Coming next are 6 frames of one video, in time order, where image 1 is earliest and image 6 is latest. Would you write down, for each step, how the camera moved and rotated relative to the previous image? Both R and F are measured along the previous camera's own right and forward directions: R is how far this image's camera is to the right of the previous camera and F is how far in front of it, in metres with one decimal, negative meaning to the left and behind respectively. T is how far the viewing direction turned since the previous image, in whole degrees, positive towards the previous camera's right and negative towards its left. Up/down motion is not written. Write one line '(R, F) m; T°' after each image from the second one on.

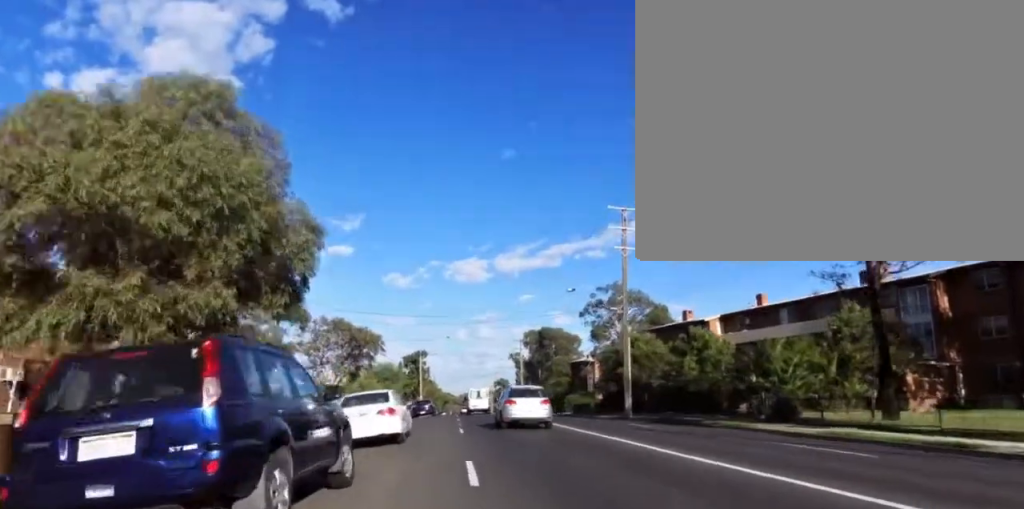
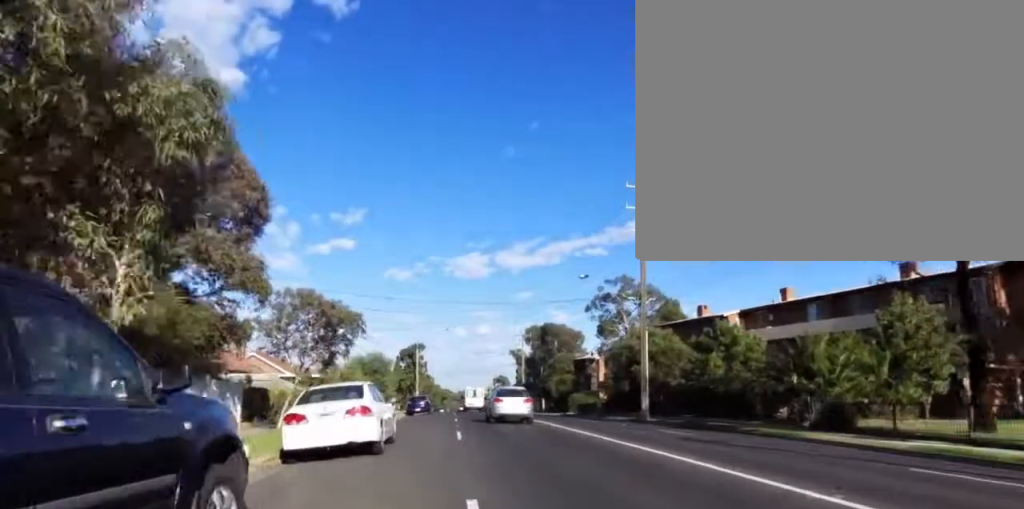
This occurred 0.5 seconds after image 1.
(+0.7, +3.8) m; 0°
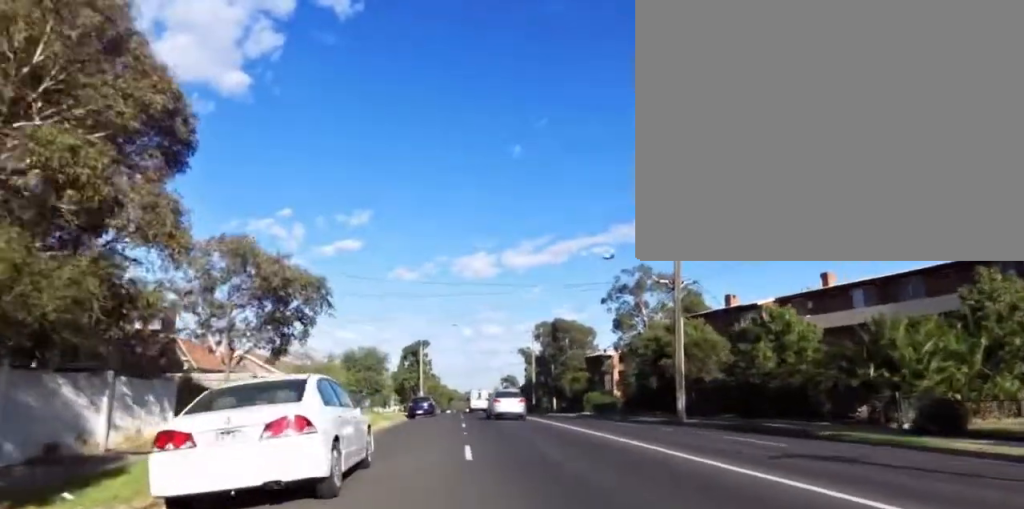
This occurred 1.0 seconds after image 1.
(+0.8, +4.7) m; 0°
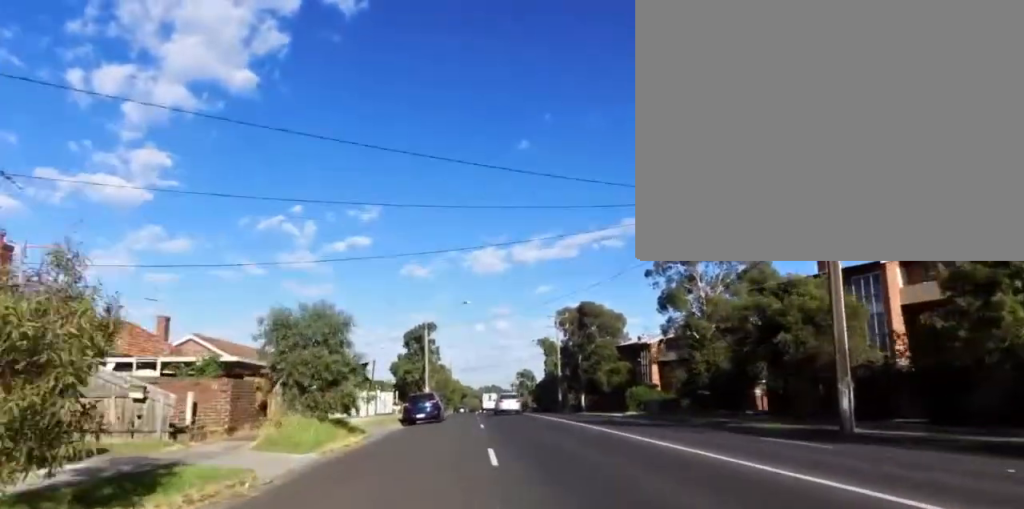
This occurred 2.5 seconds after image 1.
(-0.8, +12.8) m; 0°
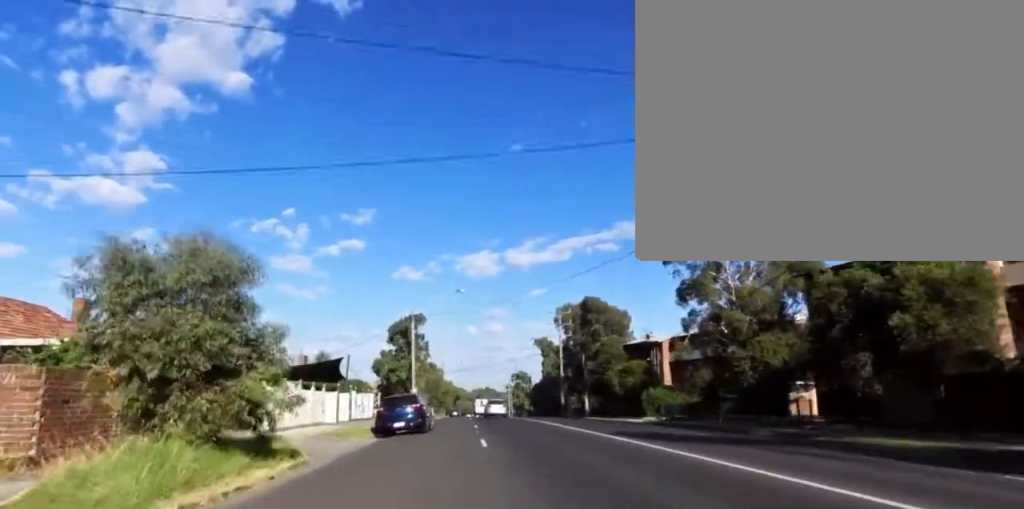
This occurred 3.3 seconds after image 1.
(+0.3, +7.5) m; -3°
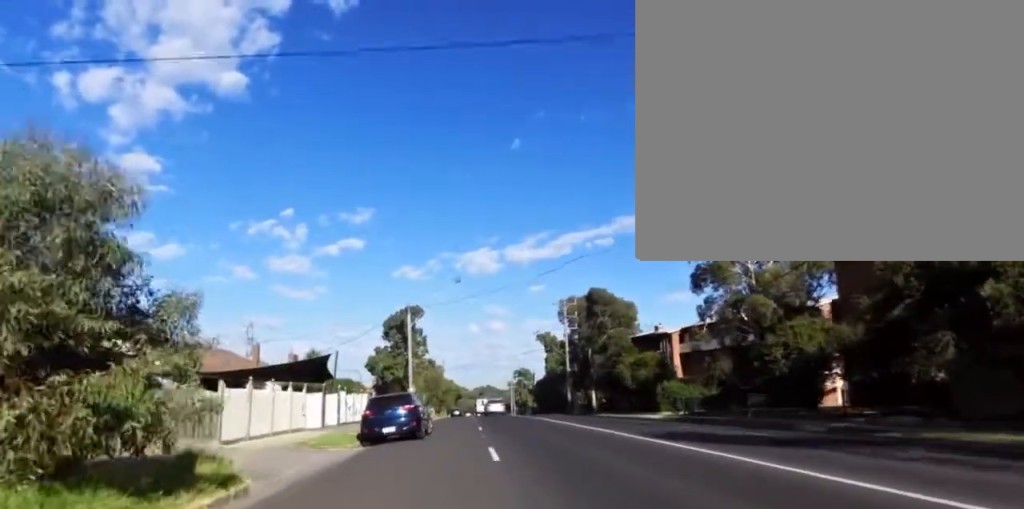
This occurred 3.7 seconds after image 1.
(-0.4, +3.8) m; -4°
